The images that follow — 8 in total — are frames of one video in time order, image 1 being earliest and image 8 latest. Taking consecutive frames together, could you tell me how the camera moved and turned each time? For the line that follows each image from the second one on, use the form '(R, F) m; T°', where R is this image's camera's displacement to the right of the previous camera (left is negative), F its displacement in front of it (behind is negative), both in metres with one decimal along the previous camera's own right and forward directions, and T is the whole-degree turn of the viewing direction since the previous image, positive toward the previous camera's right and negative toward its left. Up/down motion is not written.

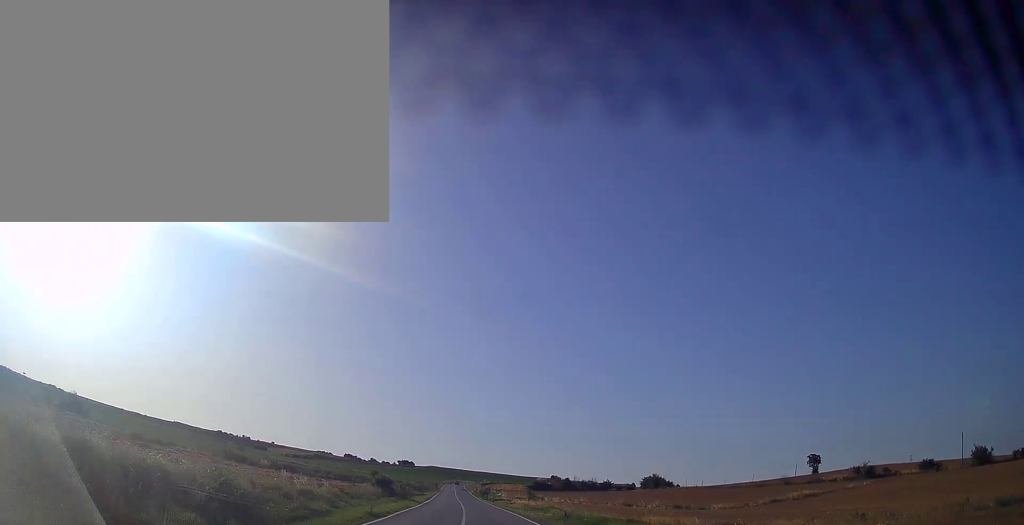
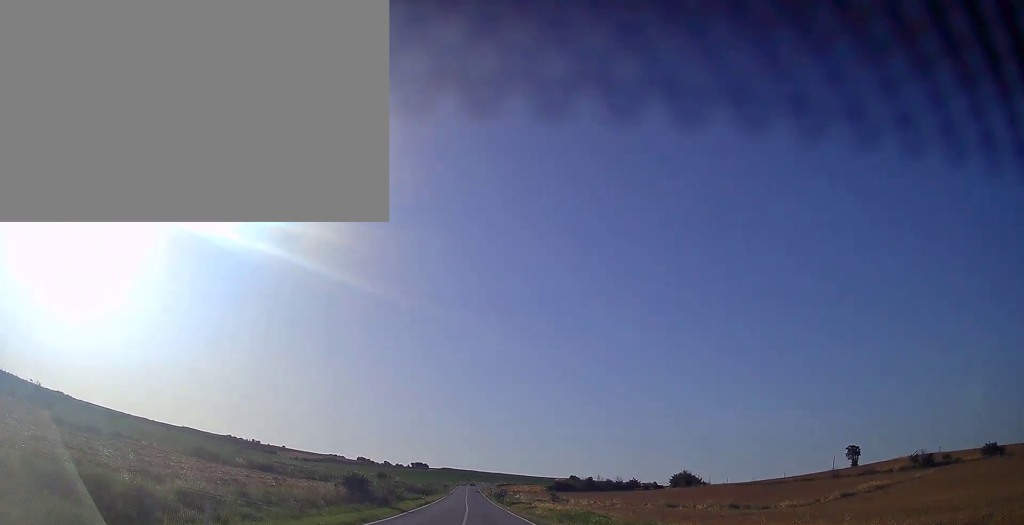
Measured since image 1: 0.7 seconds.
(-0.2, +15.6) m; -1°
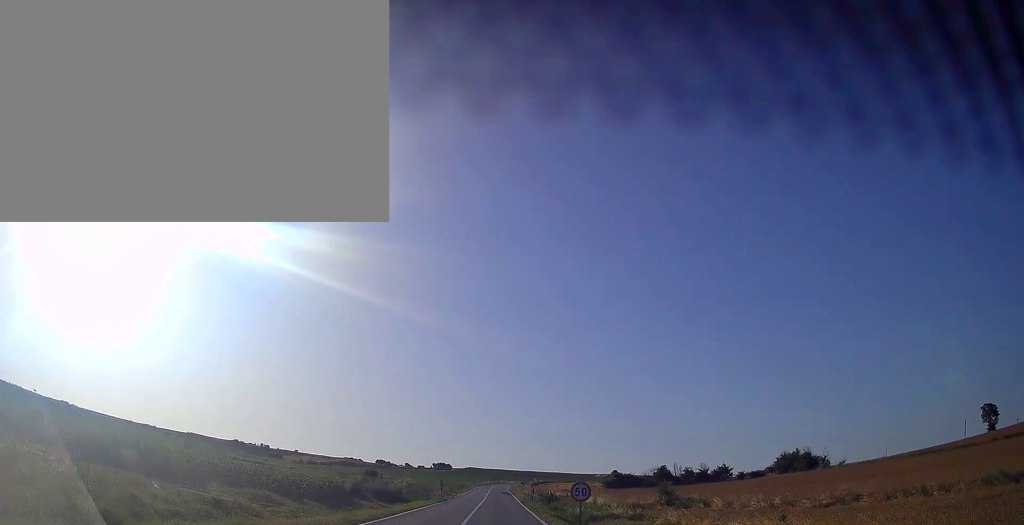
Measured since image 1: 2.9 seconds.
(-1.5, +53.1) m; -3°
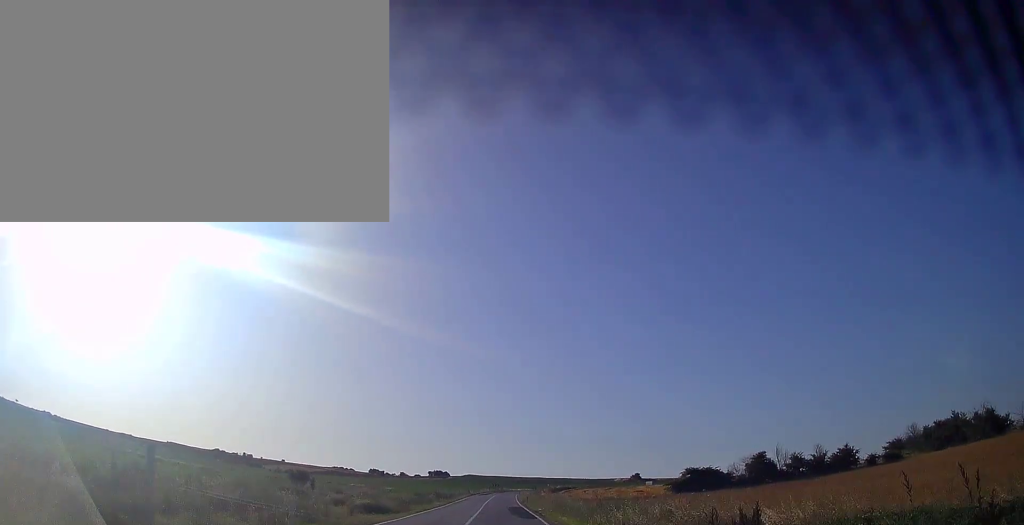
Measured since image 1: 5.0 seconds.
(-0.6, +49.2) m; -1°
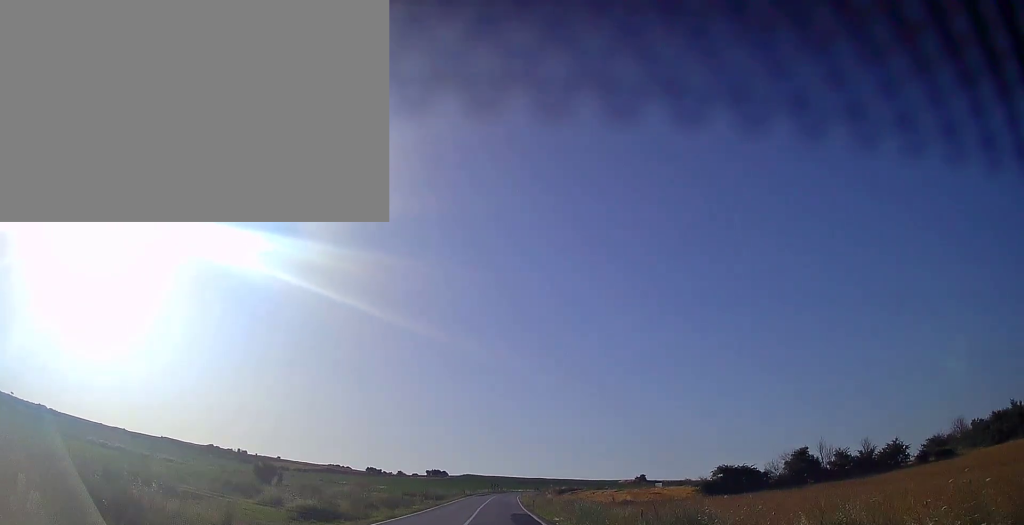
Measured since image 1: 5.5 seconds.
(0.0, +12.6) m; 0°
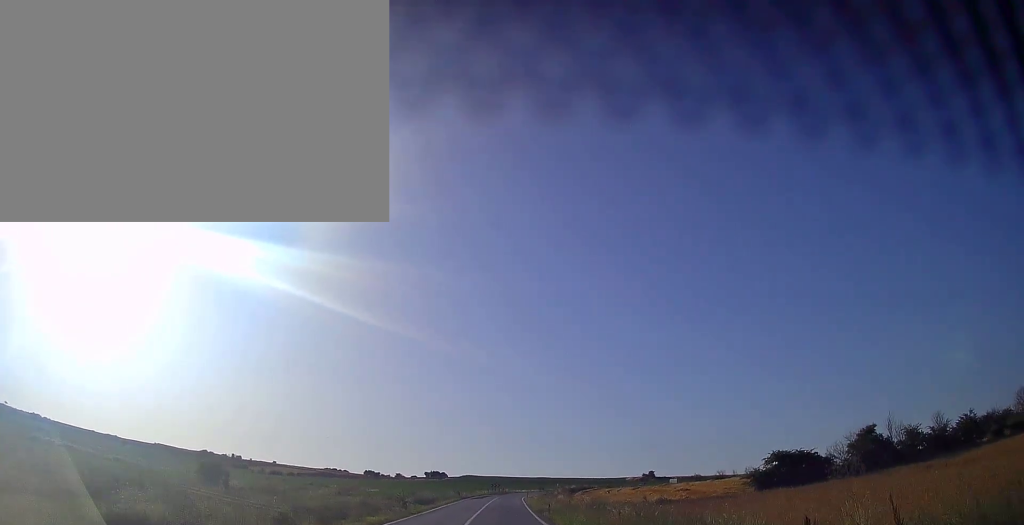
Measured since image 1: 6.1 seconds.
(0.0, +14.9) m; 0°
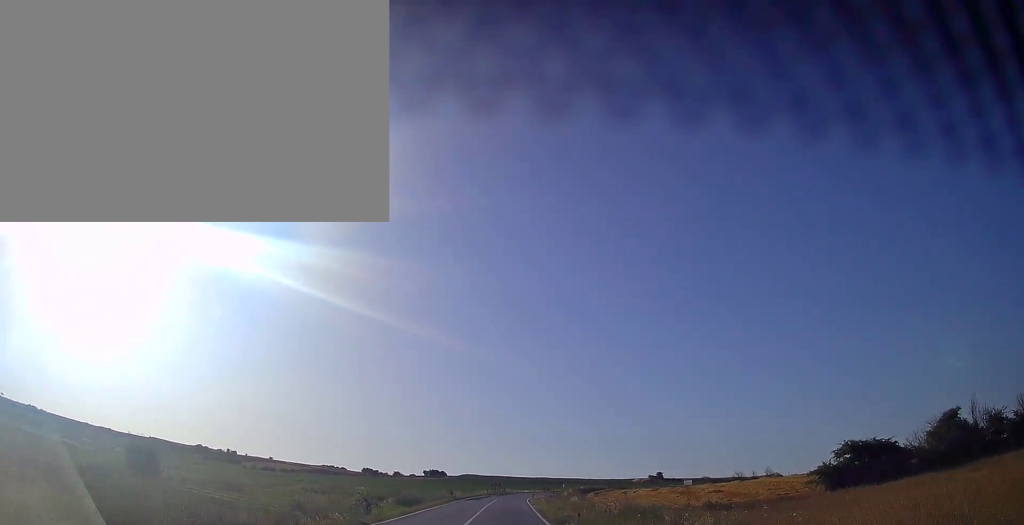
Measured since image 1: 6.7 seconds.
(0.0, +13.1) m; 0°
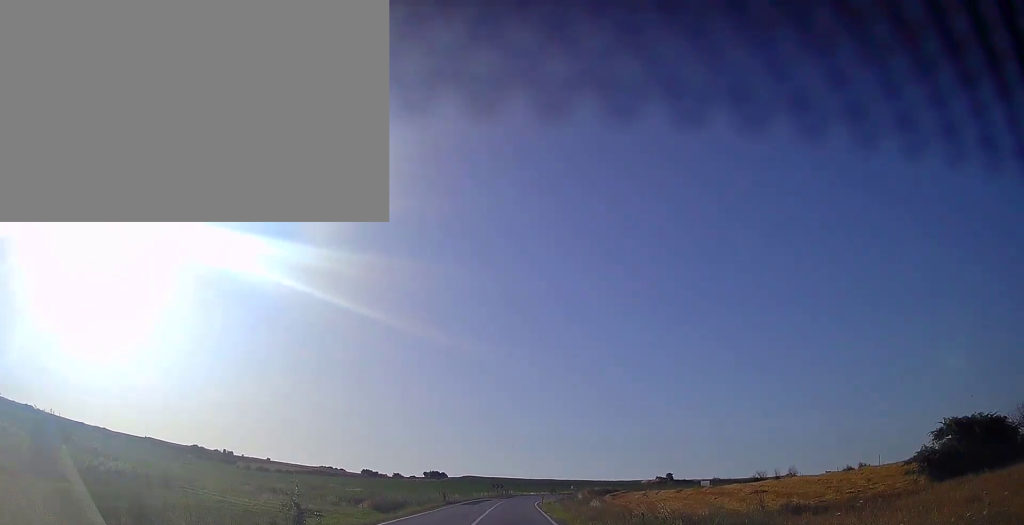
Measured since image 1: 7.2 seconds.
(+0.1, +11.3) m; 0°
